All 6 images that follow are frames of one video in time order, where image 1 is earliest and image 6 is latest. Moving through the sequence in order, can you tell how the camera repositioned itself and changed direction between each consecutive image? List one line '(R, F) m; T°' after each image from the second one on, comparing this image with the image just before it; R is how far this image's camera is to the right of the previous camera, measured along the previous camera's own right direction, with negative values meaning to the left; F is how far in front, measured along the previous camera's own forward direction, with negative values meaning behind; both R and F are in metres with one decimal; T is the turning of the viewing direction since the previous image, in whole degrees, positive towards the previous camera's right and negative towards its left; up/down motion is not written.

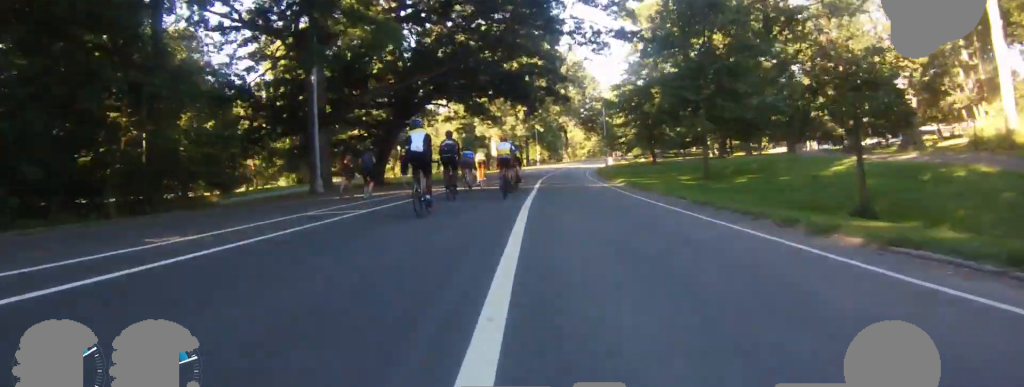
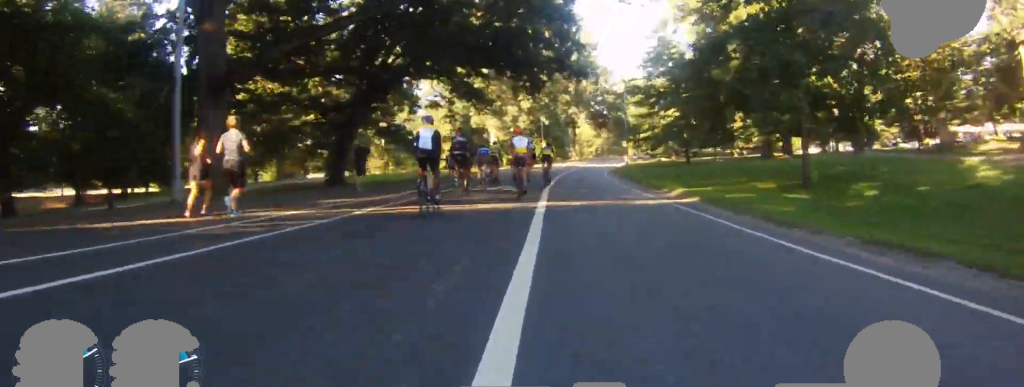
(+0.1, +13.0) m; +1°
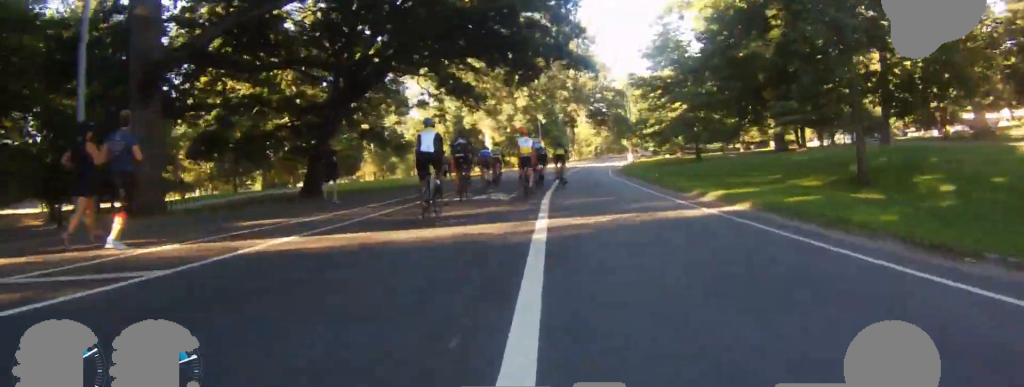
(0.0, +4.3) m; 0°
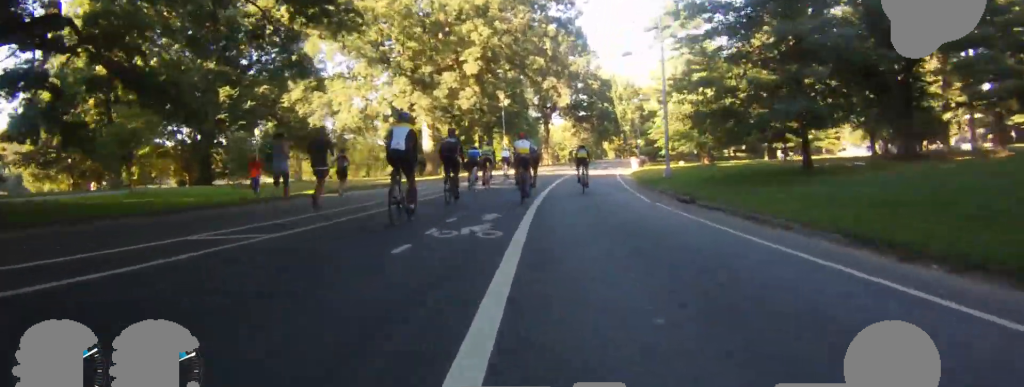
(0.0, +25.6) m; 0°
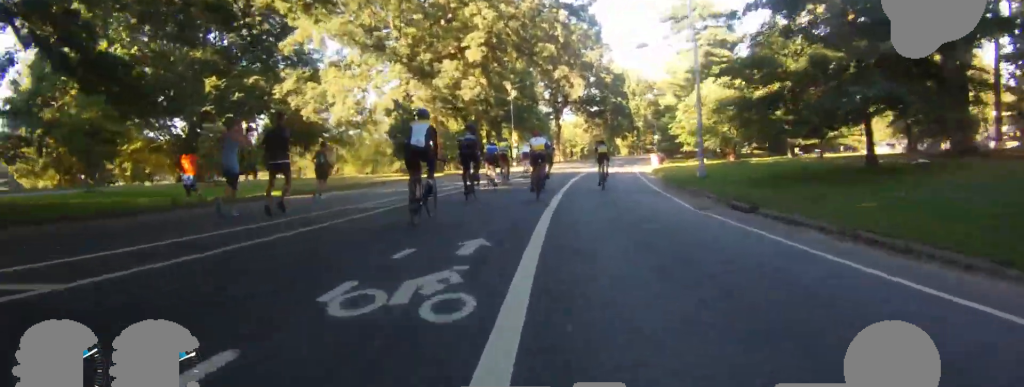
(0.0, +4.3) m; 0°
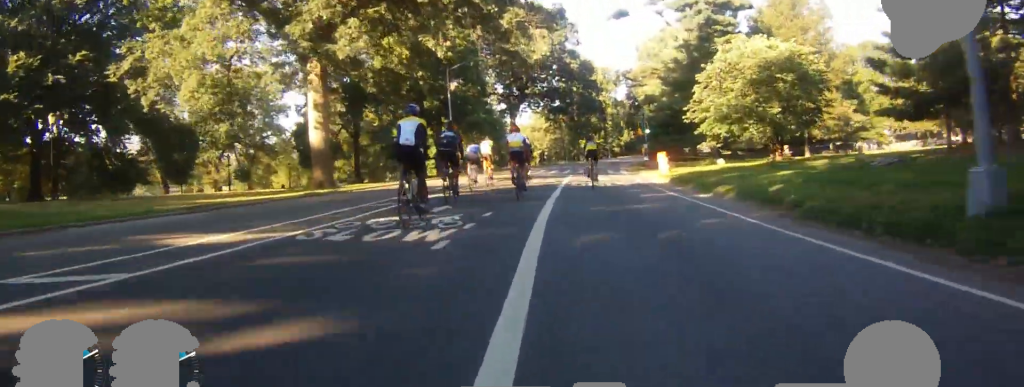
(0.0, +17.4) m; +6°
